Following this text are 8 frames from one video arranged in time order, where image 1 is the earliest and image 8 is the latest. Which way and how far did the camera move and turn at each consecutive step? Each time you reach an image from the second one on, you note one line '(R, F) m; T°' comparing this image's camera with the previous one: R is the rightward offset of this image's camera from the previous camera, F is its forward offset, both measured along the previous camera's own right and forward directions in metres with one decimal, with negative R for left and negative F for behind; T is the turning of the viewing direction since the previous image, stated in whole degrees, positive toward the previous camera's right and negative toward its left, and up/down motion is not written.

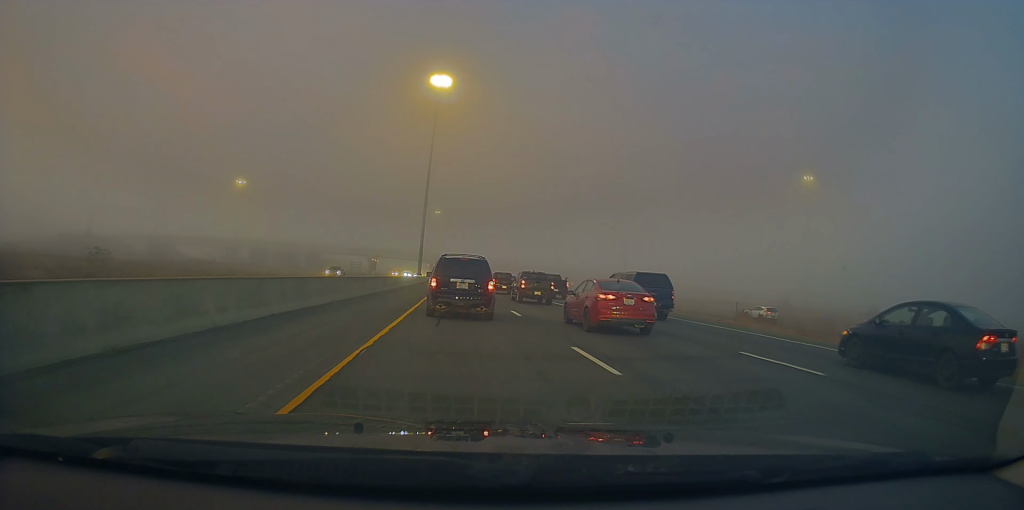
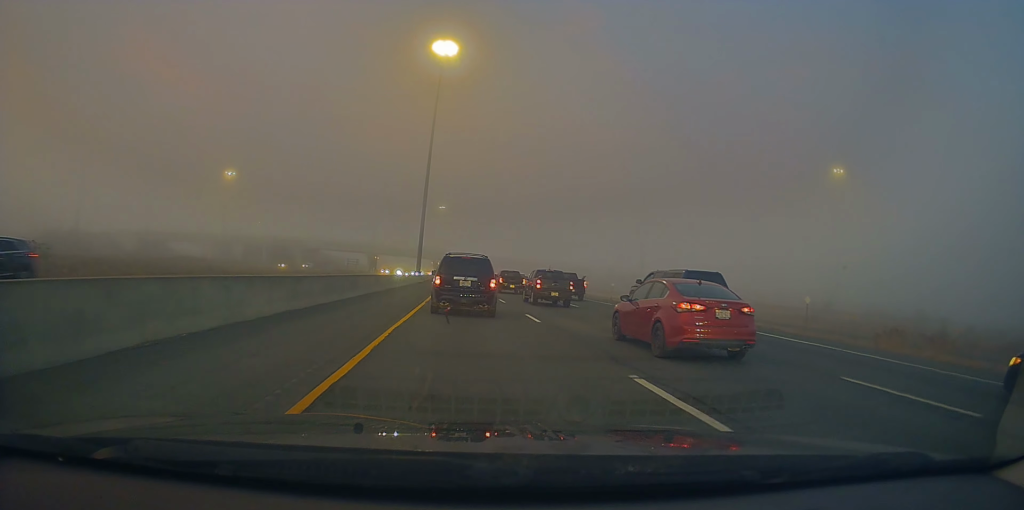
(+0.6, +13.1) m; +4°
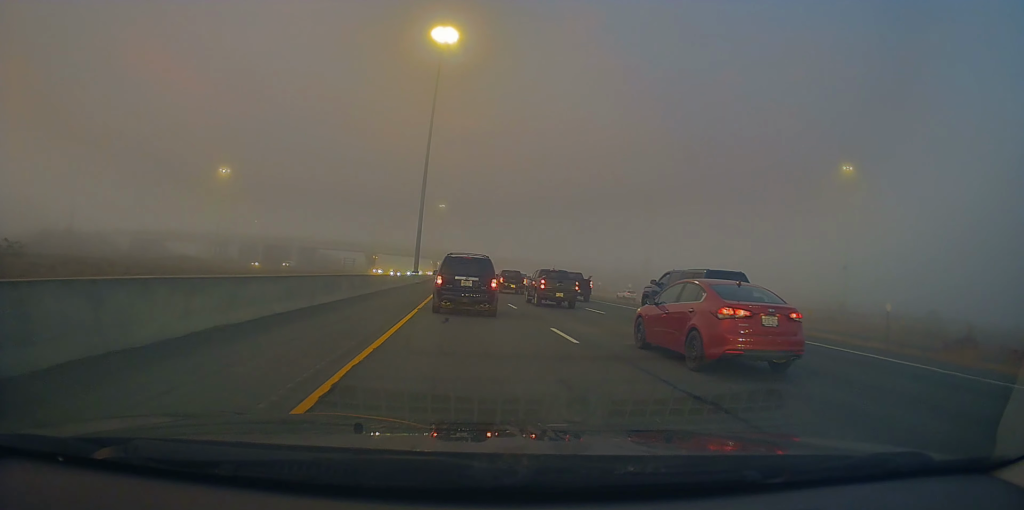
(0.0, +5.0) m; +1°
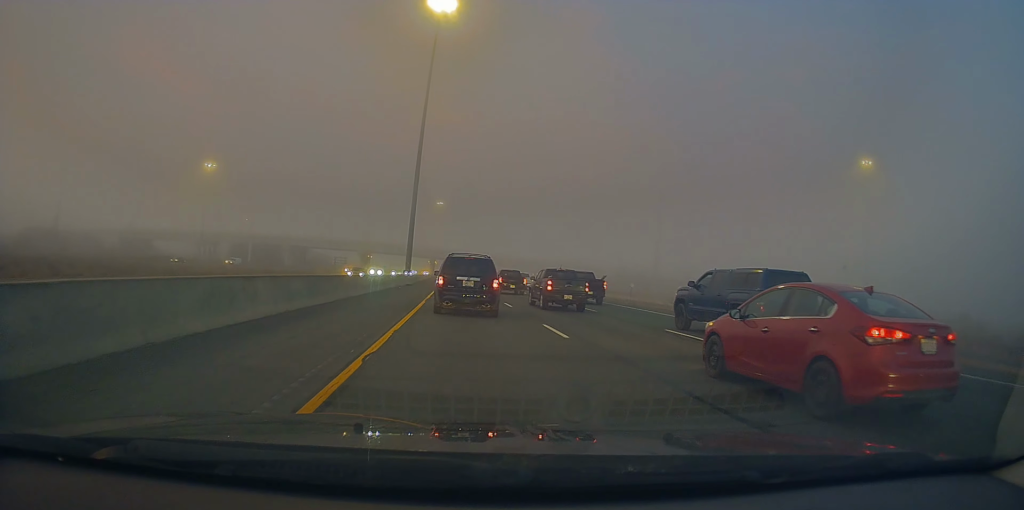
(+0.1, +10.5) m; -1°
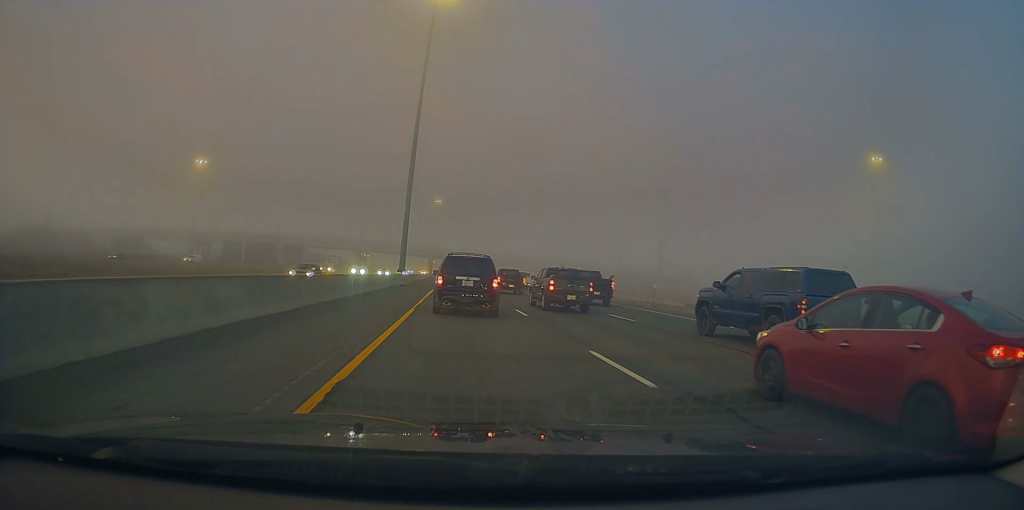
(0.0, +5.5) m; -1°
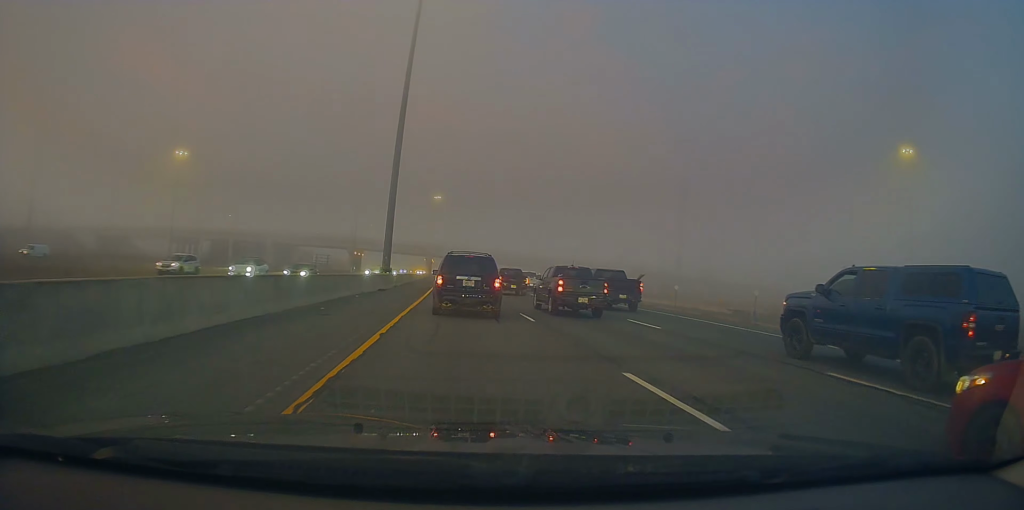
(-0.6, +14.2) m; -3°
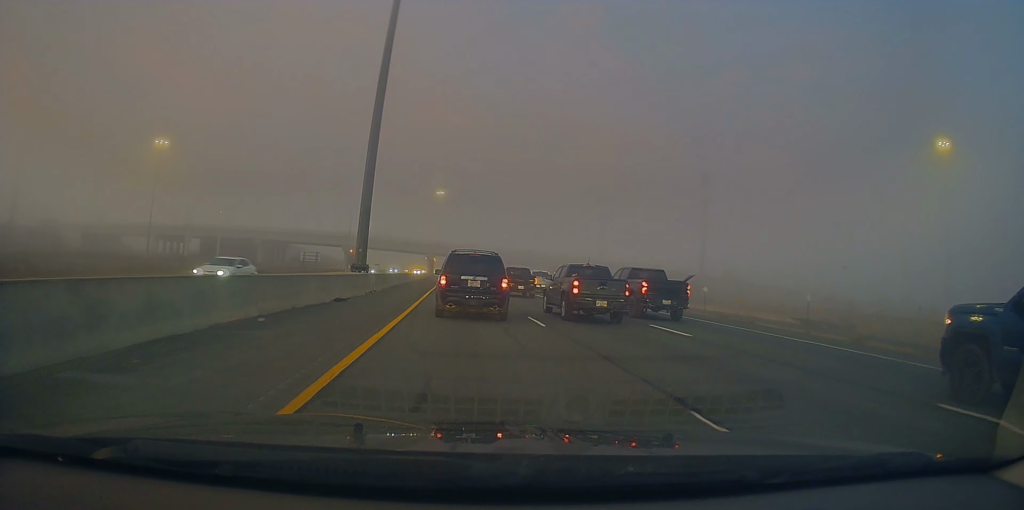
(0.0, +14.1) m; +1°
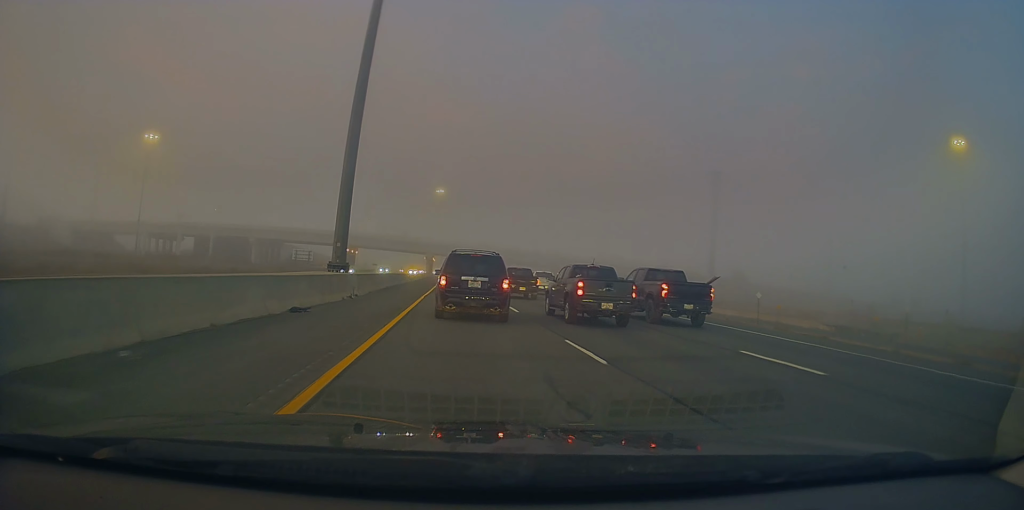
(+0.1, +6.0) m; +1°
